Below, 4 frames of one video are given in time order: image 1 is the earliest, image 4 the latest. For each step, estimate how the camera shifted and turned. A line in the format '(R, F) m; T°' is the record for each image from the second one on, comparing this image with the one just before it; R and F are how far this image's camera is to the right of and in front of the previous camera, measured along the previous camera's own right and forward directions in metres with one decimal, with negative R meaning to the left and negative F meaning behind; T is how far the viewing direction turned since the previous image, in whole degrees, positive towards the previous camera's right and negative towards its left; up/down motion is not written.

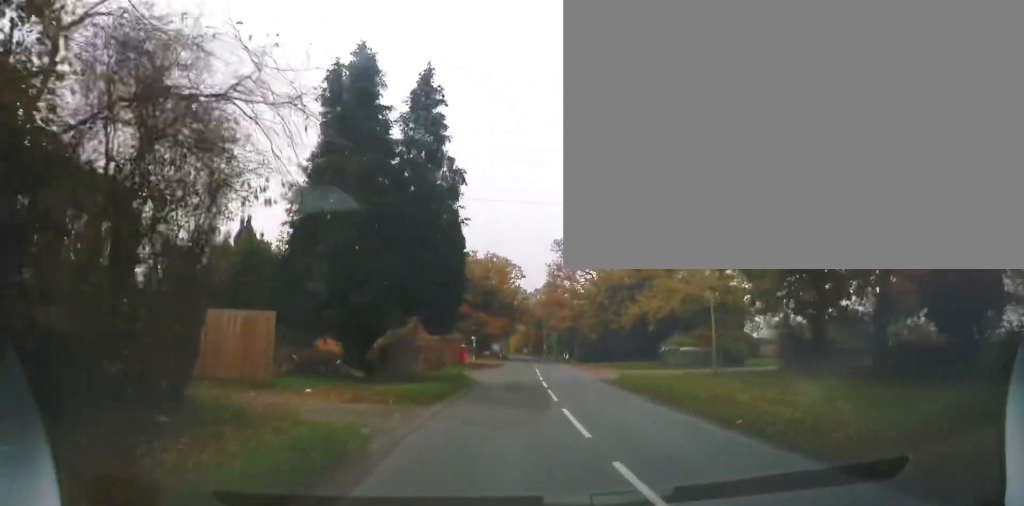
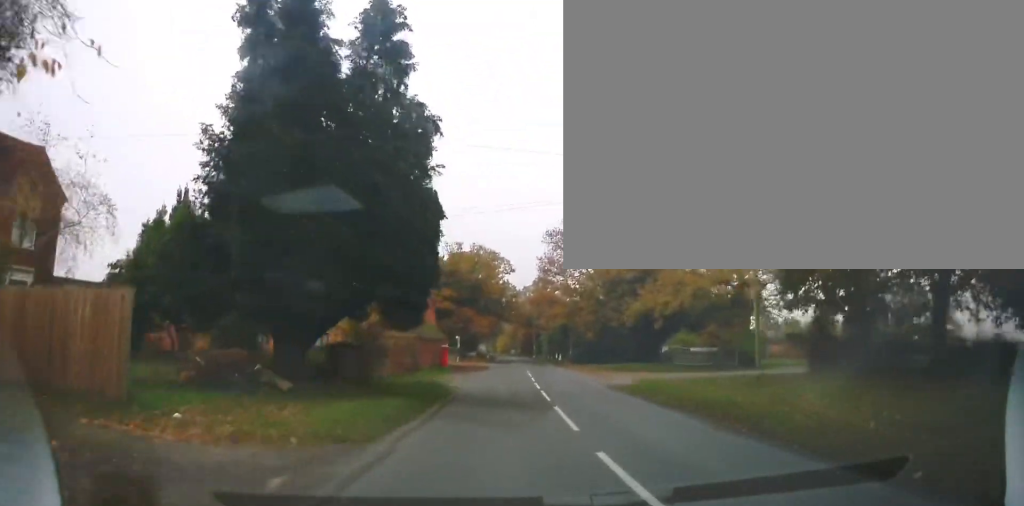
(+0.2, +5.8) m; +1°
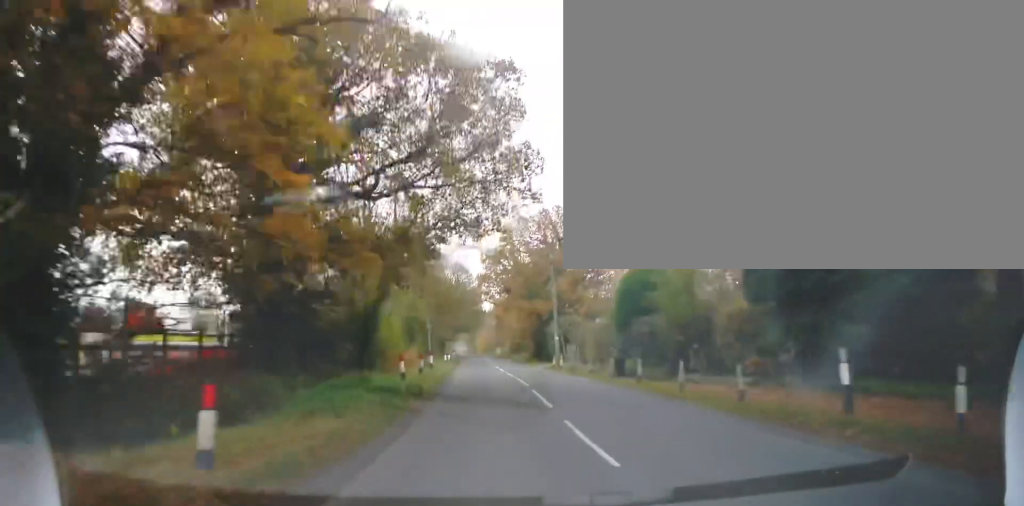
(+3.0, +57.4) m; +3°
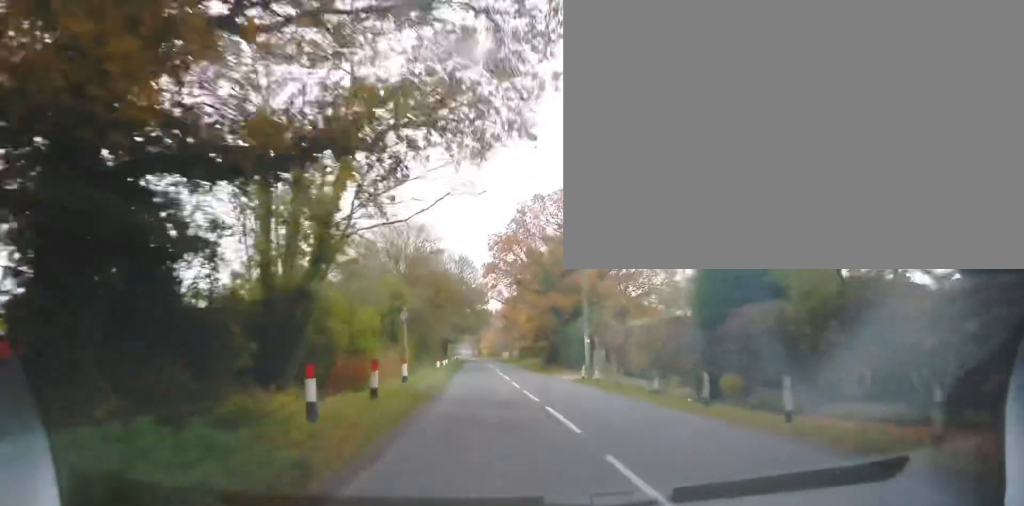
(0.0, +9.3) m; 0°
